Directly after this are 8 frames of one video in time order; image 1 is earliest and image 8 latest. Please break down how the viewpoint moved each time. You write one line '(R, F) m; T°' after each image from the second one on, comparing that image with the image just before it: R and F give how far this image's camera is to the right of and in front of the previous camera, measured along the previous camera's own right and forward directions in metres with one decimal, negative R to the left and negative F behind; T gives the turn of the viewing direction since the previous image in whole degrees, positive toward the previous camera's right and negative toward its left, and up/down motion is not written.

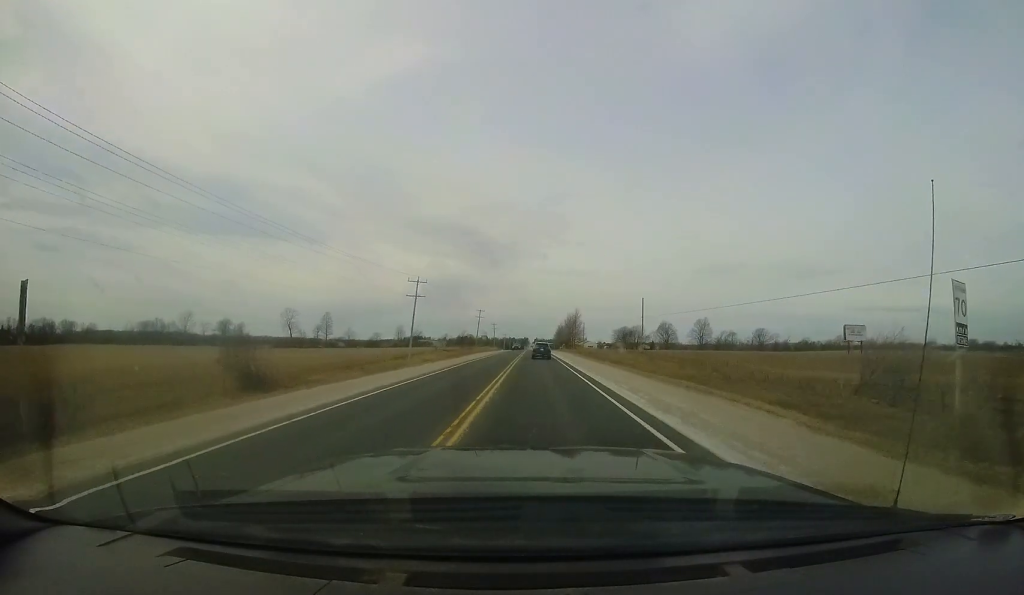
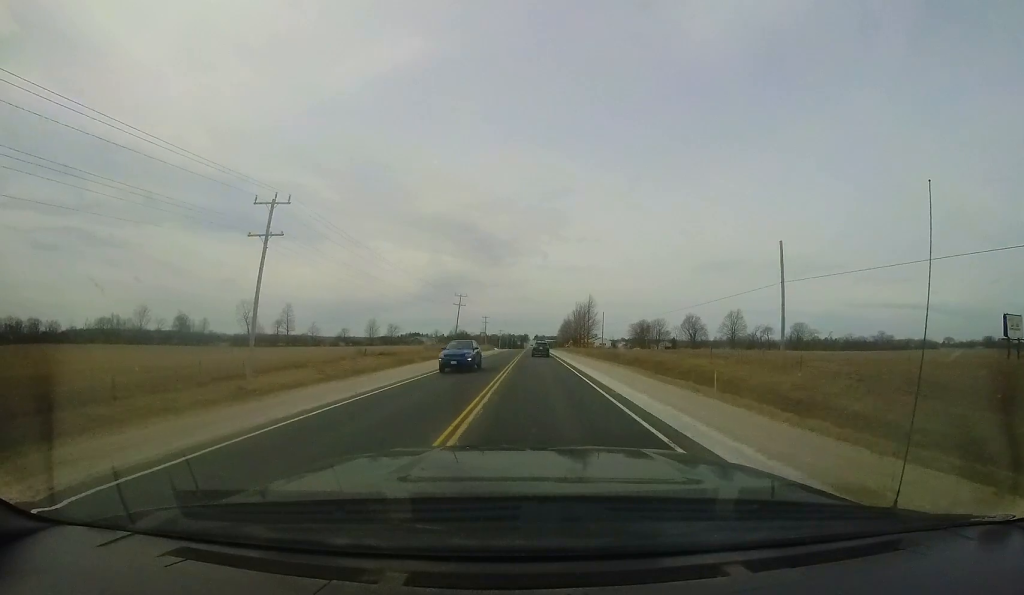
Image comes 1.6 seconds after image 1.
(-0.3, +33.8) m; -1°
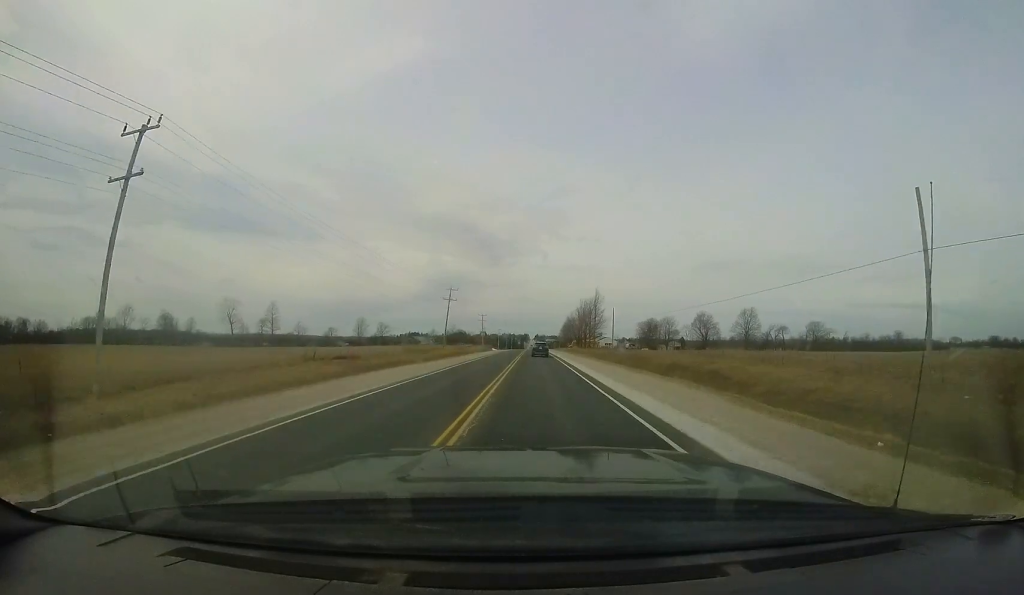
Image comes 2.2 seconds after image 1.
(0.0, +11.1) m; 0°
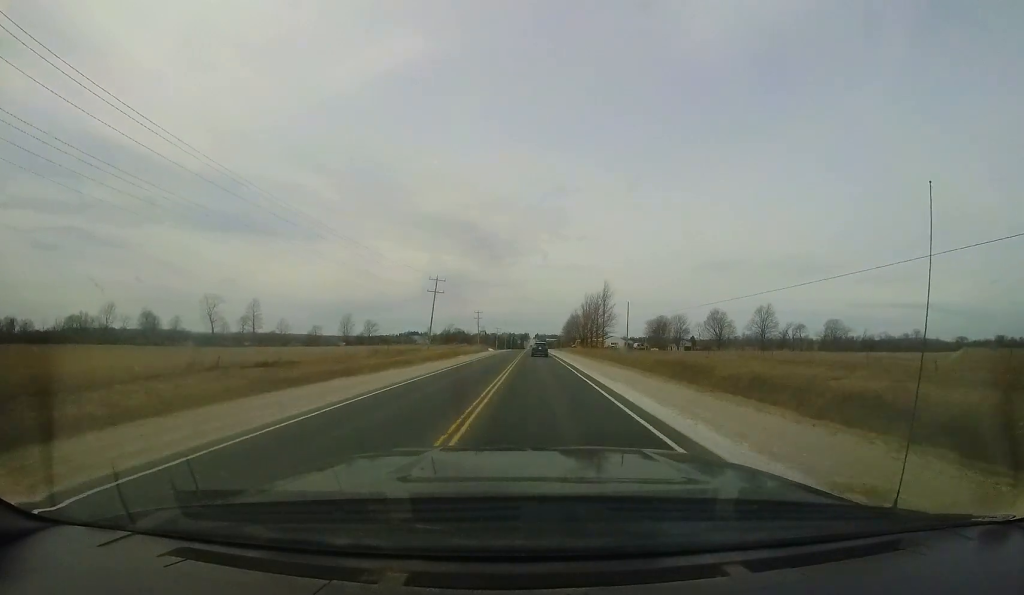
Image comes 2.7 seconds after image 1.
(0.0, +11.9) m; 0°
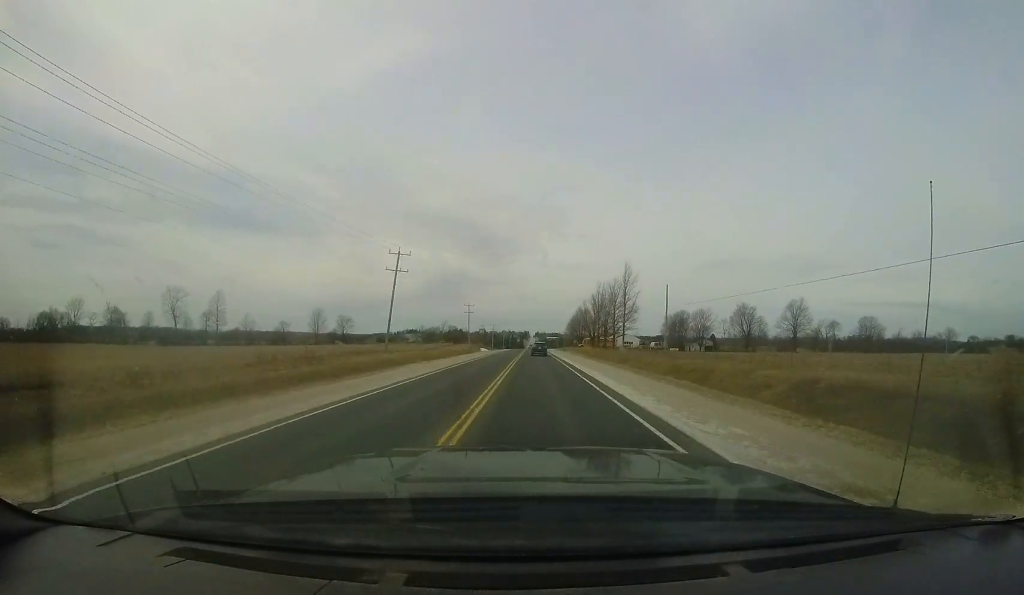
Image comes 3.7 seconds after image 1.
(+0.1, +19.7) m; 0°
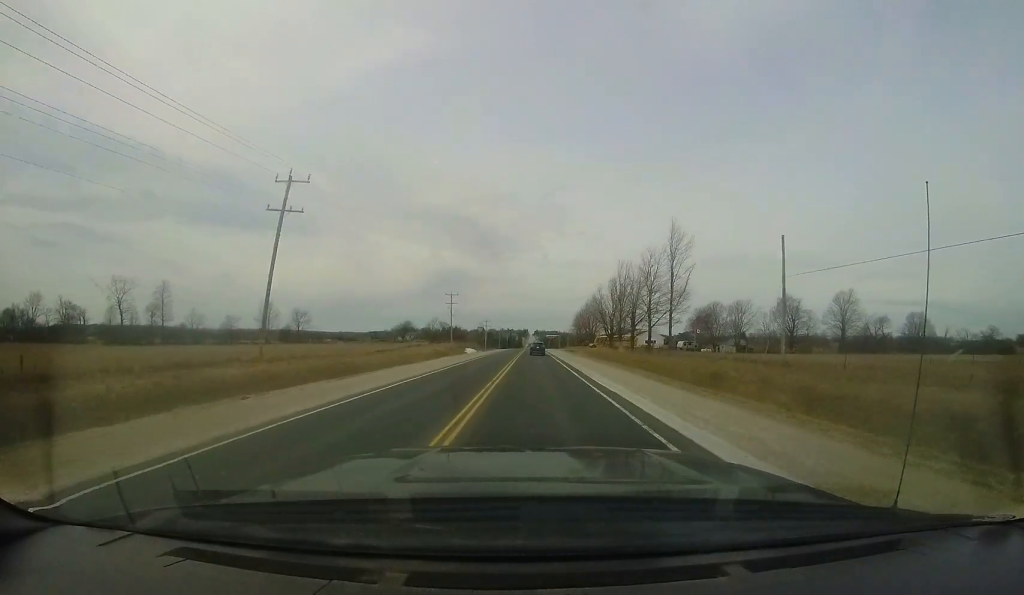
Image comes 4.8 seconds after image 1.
(-0.1, +23.5) m; -1°
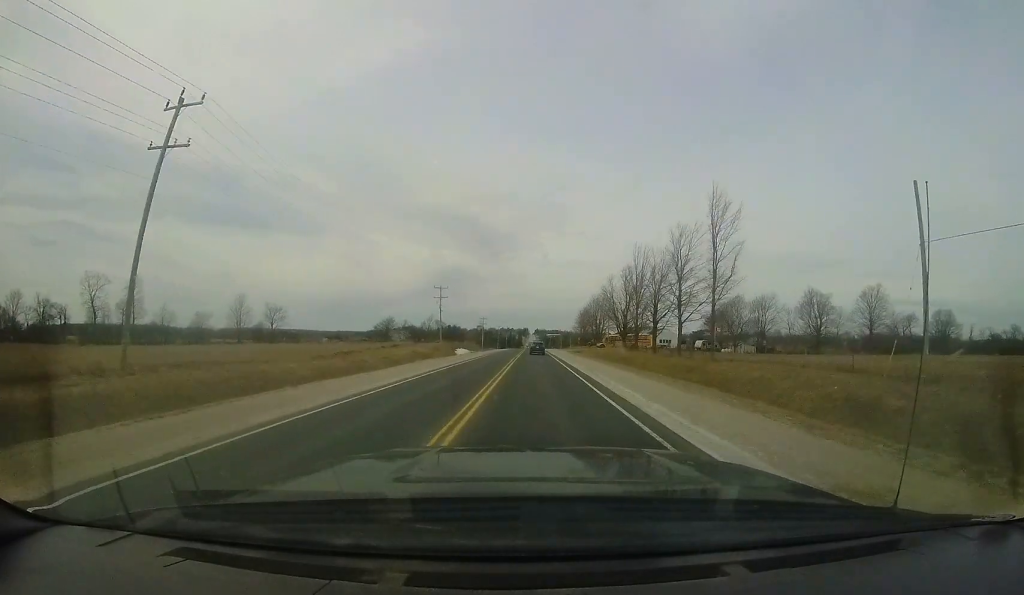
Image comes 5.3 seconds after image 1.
(-0.3, +10.8) m; 0°
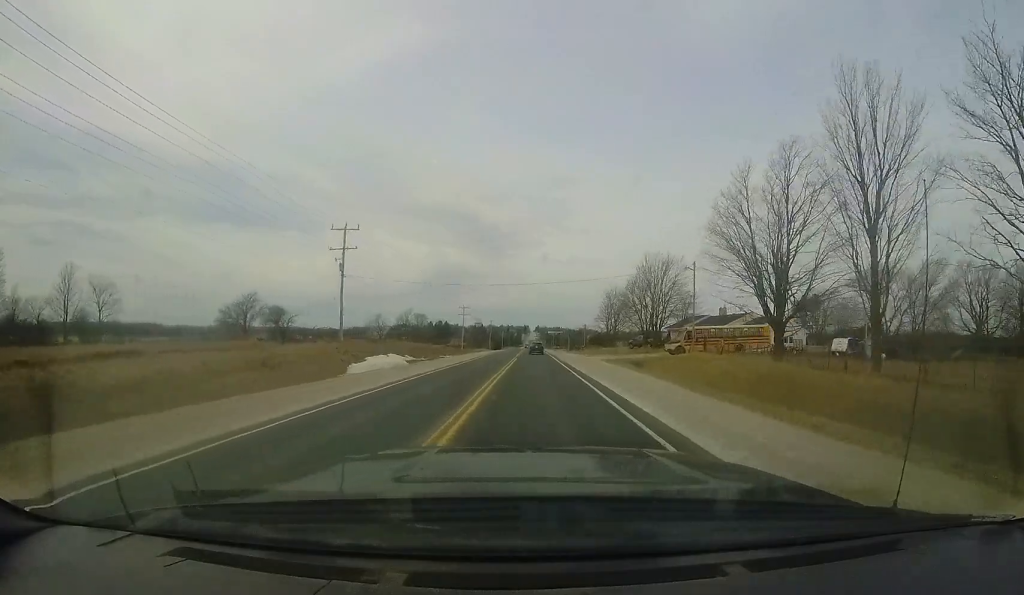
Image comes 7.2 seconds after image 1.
(+0.3, +42.6) m; 0°
